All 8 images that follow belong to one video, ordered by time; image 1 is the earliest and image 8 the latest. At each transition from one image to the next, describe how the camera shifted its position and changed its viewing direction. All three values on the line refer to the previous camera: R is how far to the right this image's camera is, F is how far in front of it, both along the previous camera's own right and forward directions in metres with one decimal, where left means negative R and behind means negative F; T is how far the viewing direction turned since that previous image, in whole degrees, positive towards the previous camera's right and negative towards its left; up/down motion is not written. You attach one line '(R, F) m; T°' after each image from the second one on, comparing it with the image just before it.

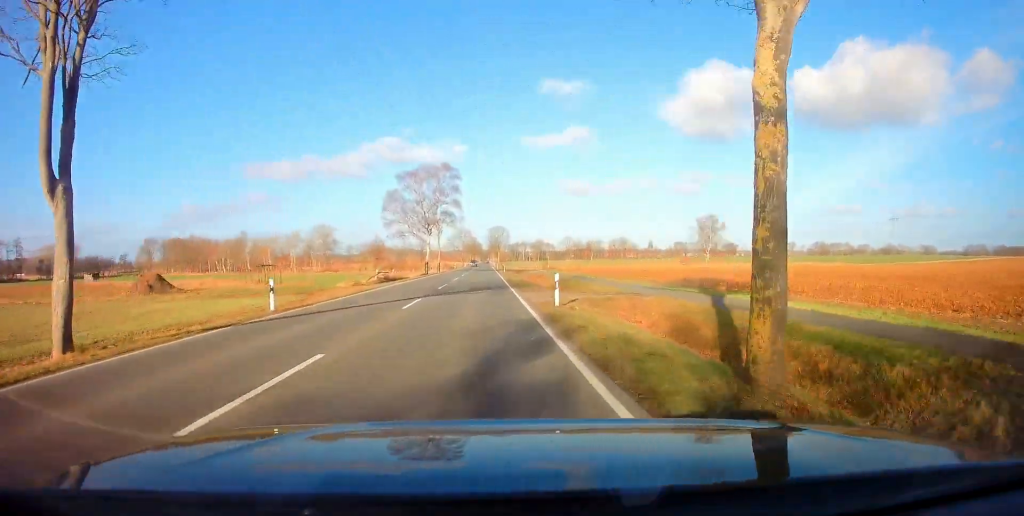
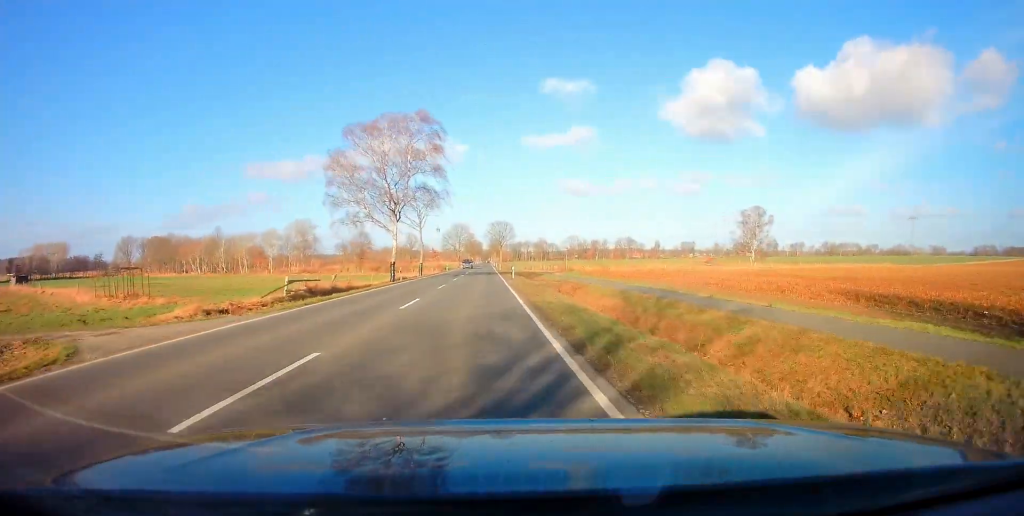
(-0.2, +24.1) m; -1°
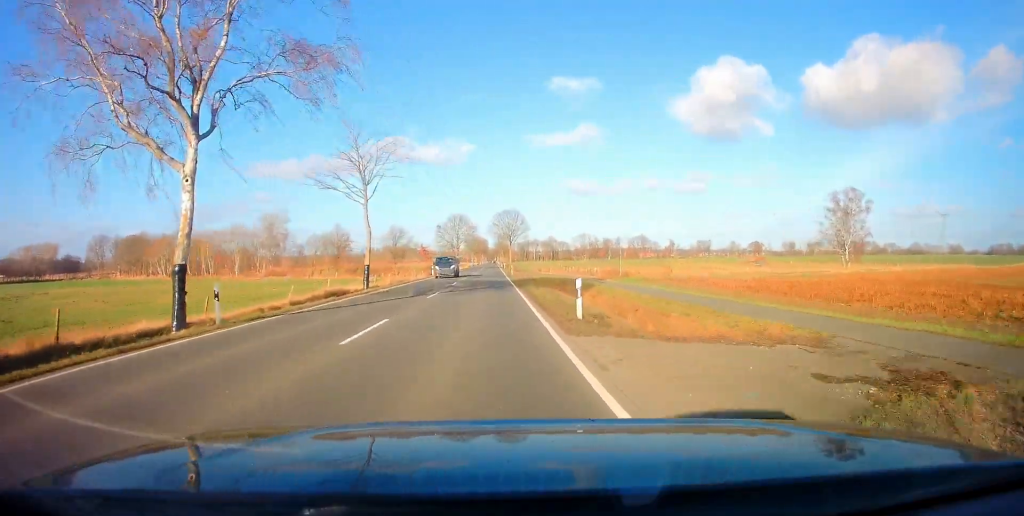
(-0.1, +31.2) m; 0°
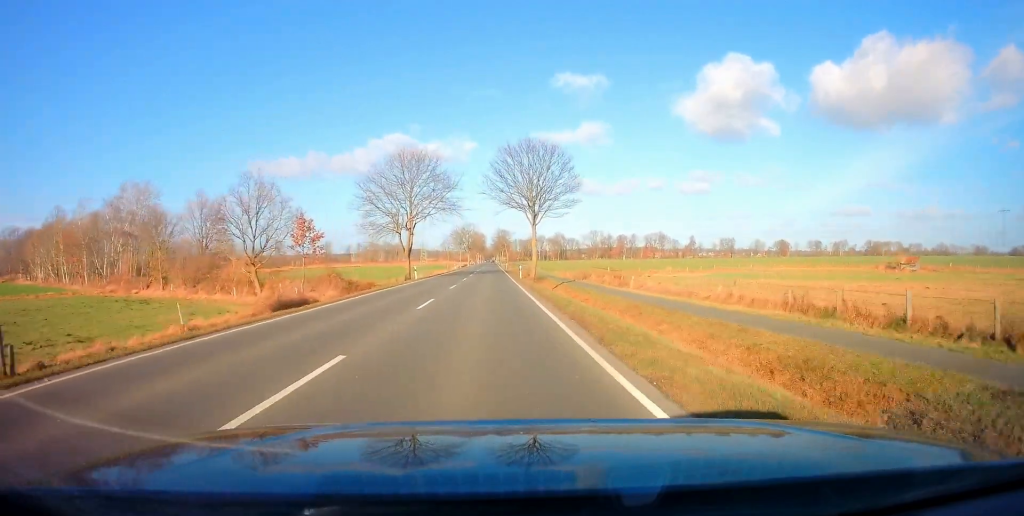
(0.0, +65.6) m; 0°
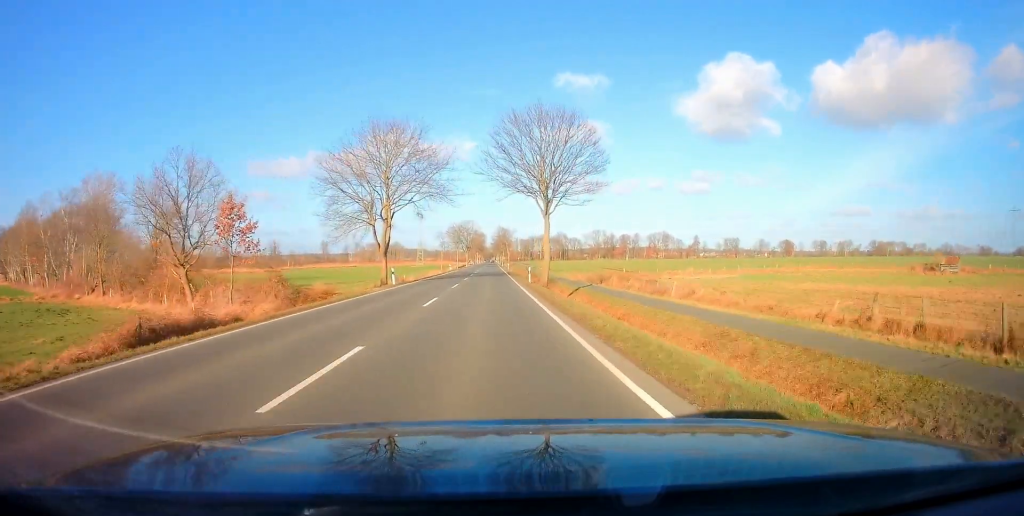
(0.0, +11.1) m; 0°
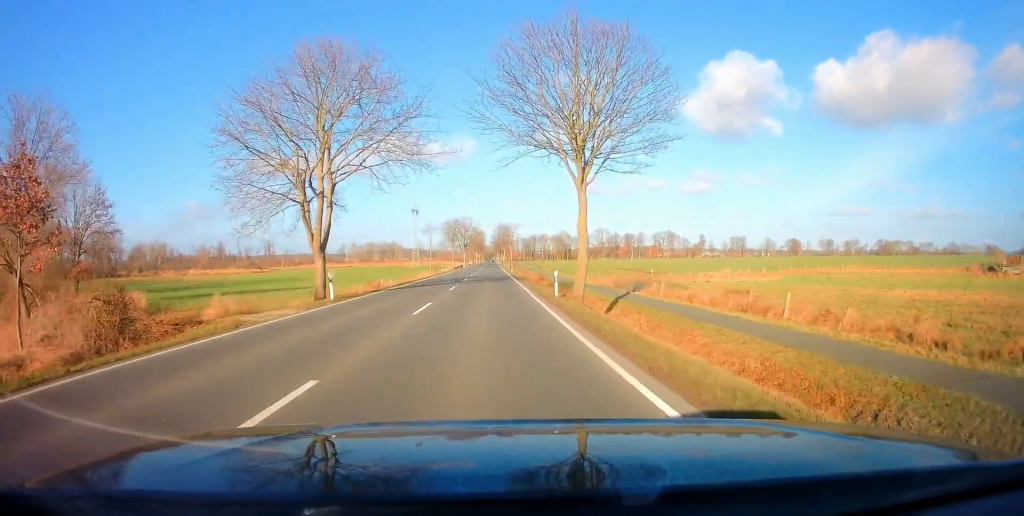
(0.0, +14.7) m; 0°
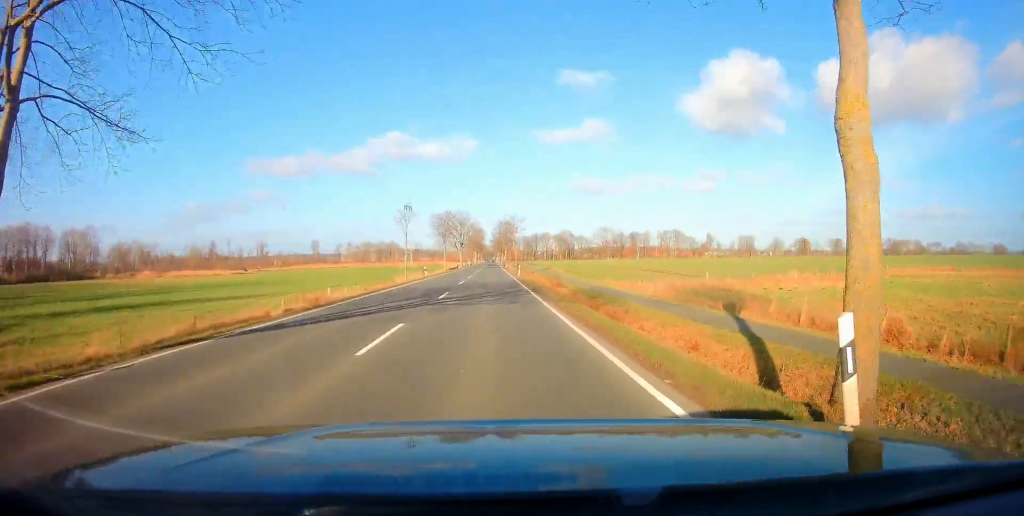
(-0.1, +18.3) m; 0°
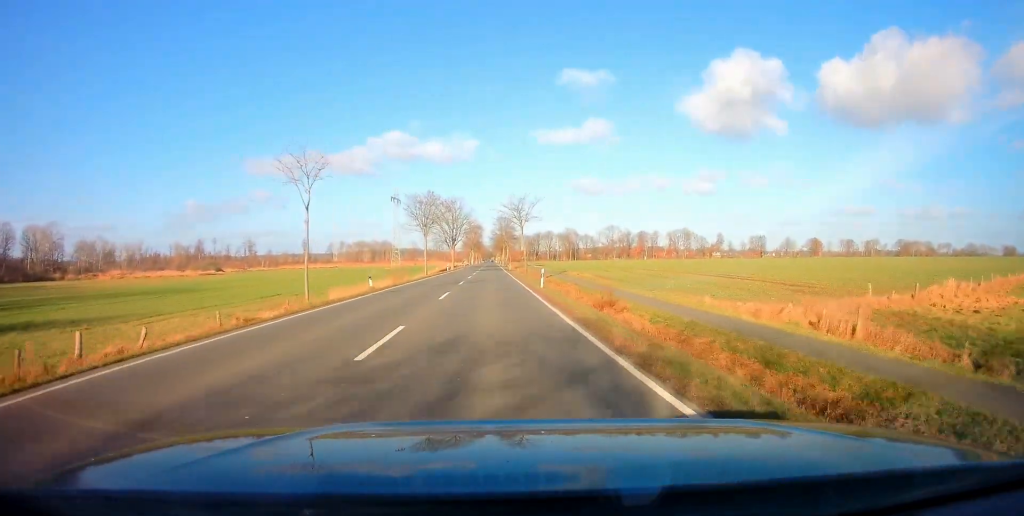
(+0.3, +24.6) m; 0°
